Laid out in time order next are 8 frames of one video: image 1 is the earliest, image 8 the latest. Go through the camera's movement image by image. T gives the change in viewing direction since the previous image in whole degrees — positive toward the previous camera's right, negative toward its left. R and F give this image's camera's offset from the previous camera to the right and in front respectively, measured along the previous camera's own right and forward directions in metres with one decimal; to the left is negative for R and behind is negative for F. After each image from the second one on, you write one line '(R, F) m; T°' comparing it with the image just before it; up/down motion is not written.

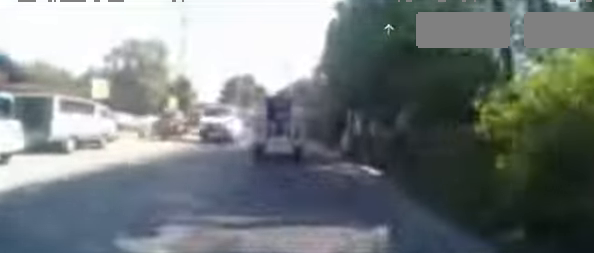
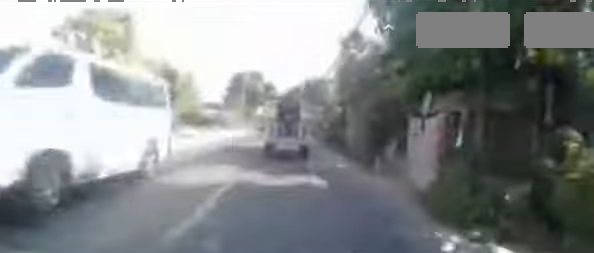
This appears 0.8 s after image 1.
(-0.2, +5.8) m; -2°
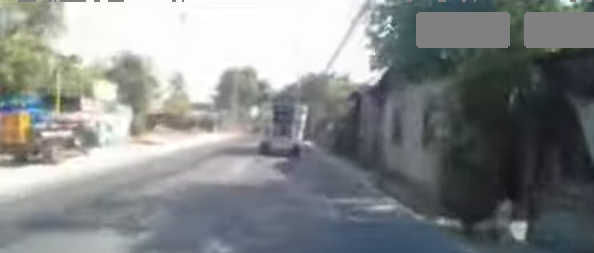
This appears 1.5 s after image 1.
(-0.1, +5.4) m; 0°
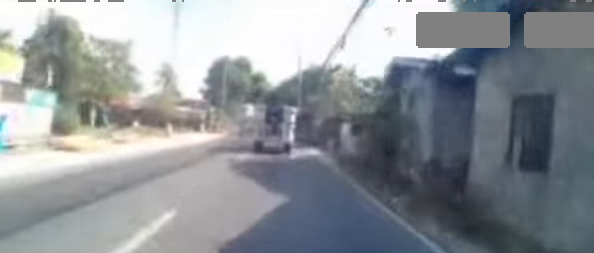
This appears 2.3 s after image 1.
(+0.1, +5.7) m; +3°
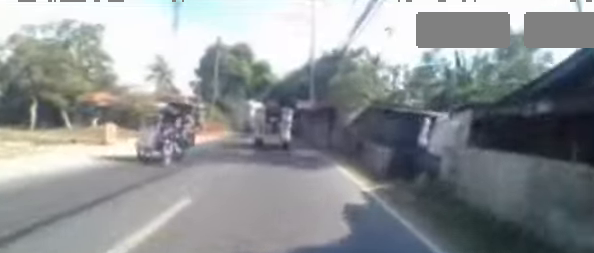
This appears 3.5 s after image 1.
(+0.4, +8.5) m; -1°
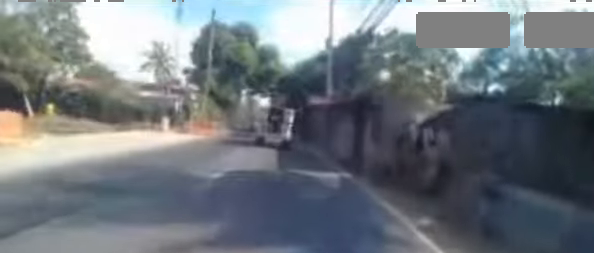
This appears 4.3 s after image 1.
(-0.4, +5.8) m; -4°
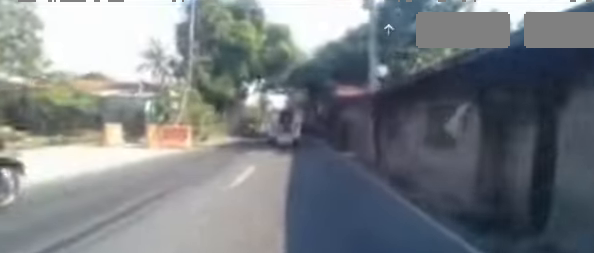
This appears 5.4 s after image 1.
(-0.2, +8.0) m; 0°
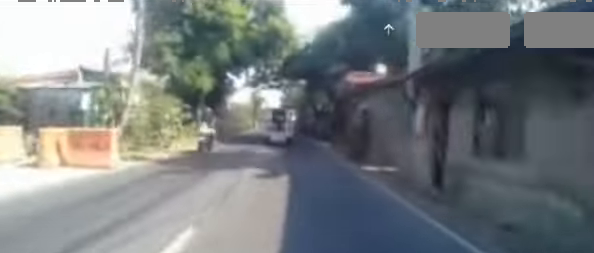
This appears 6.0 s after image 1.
(+0.1, +4.6) m; 0°
